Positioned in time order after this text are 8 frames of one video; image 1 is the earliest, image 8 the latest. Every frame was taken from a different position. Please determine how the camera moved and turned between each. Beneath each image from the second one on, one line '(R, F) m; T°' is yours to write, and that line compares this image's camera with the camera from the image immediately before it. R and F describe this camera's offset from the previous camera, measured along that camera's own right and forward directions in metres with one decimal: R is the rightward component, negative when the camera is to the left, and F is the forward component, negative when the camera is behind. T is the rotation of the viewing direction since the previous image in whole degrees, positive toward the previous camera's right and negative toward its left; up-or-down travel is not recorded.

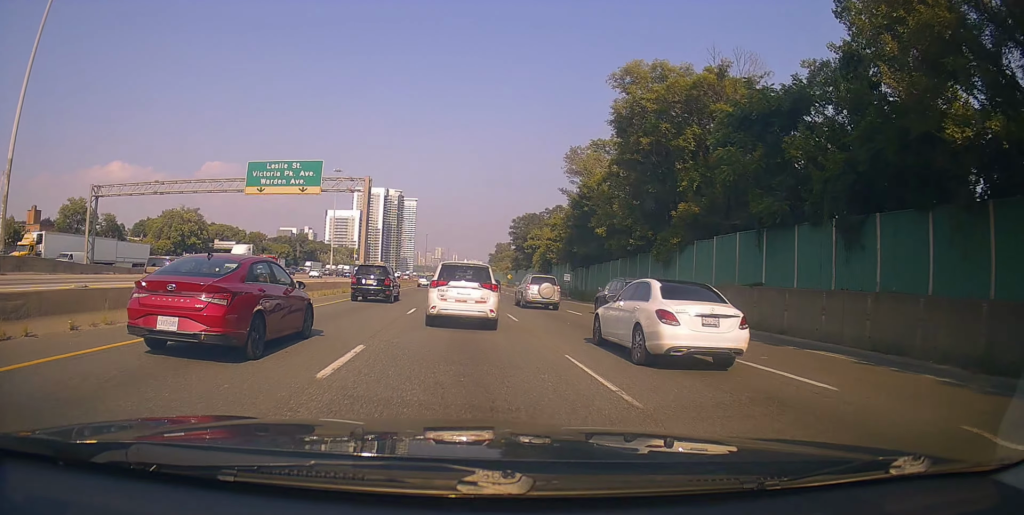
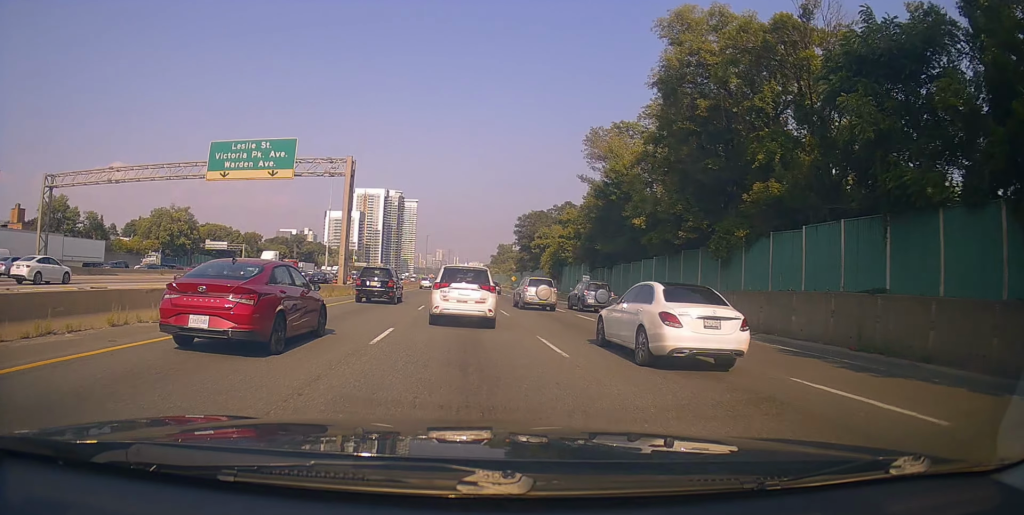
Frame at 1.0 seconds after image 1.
(-0.1, +8.0) m; +4°
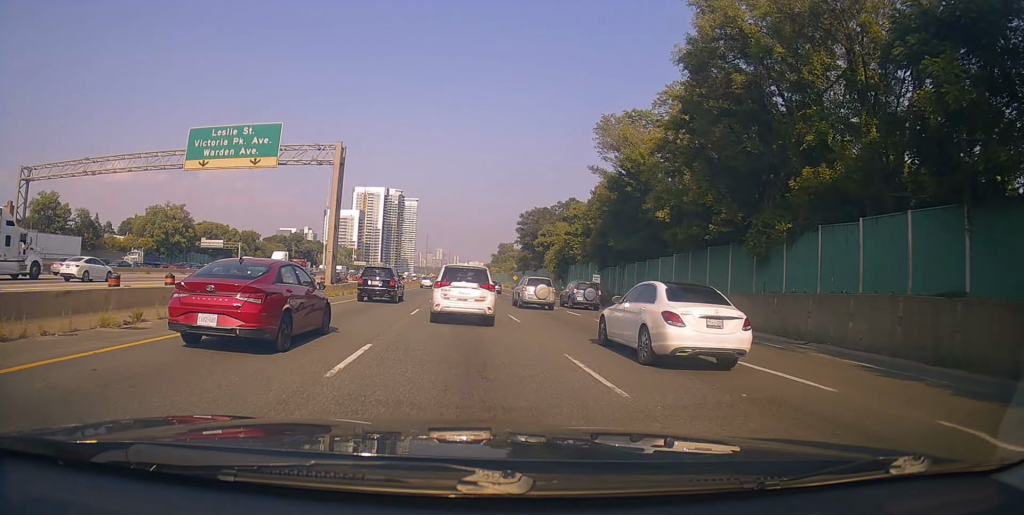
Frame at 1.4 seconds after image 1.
(+0.4, +3.5) m; +2°
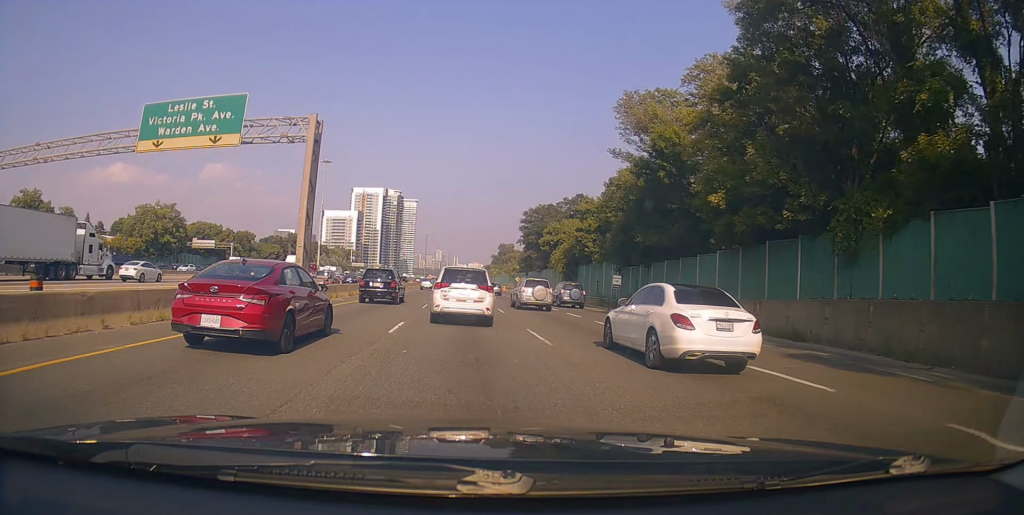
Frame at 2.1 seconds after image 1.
(0.0, +5.9) m; 0°
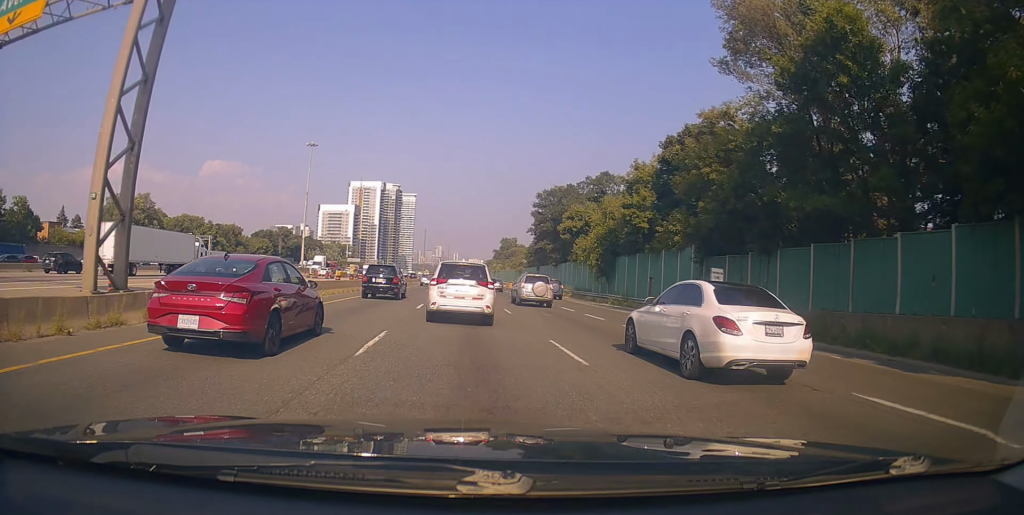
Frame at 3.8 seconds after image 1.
(-0.4, +15.3) m; -1°
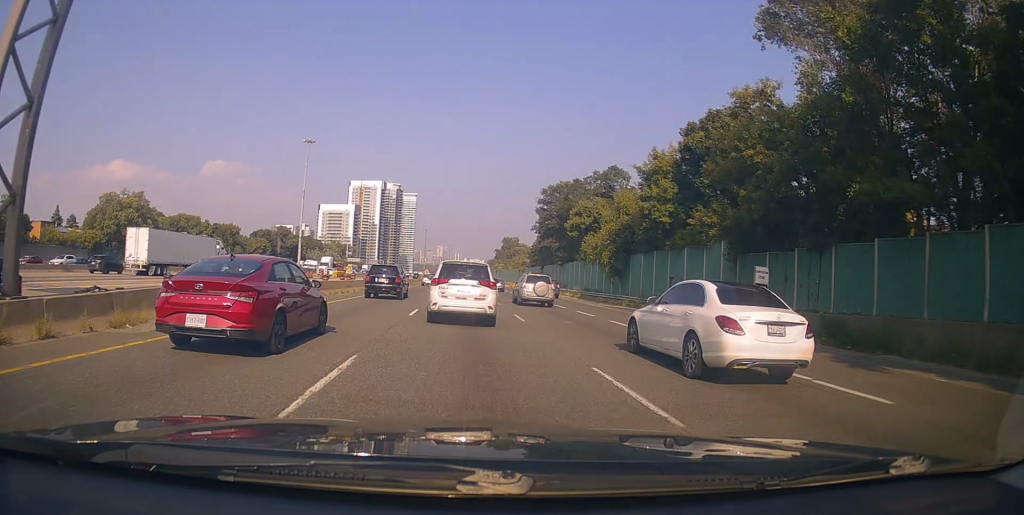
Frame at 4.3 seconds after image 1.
(0.0, +4.0) m; 0°
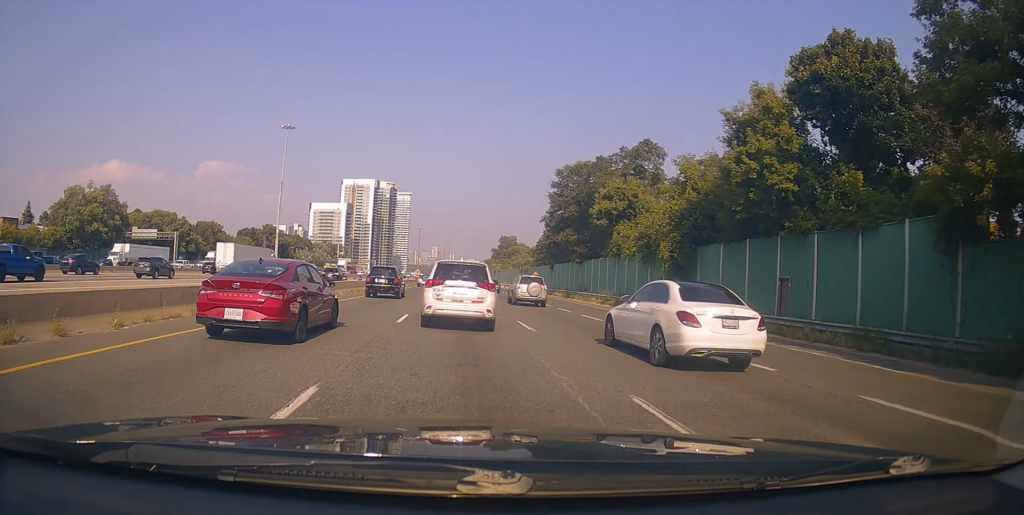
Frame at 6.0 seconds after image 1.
(-0.1, +15.3) m; -1°
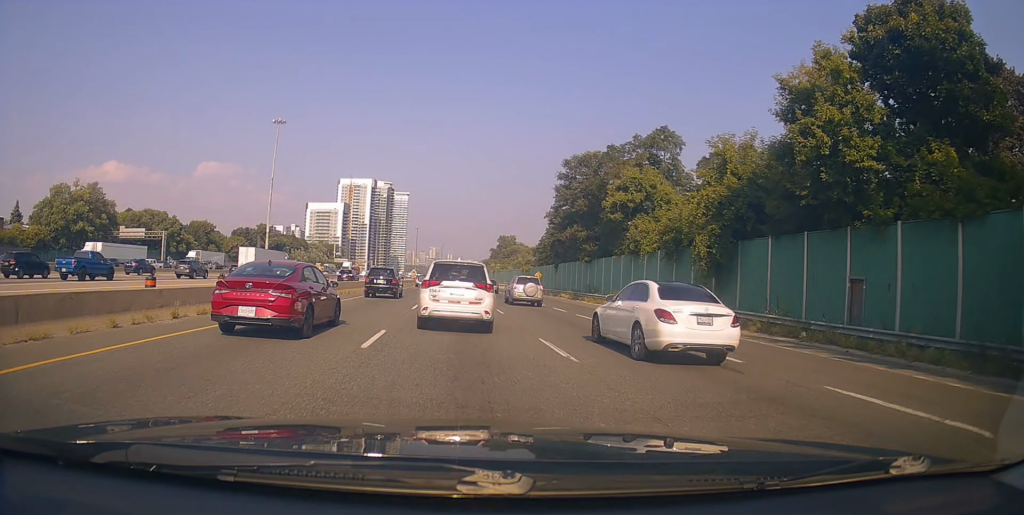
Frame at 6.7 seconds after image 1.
(0.0, +5.5) m; -1°
